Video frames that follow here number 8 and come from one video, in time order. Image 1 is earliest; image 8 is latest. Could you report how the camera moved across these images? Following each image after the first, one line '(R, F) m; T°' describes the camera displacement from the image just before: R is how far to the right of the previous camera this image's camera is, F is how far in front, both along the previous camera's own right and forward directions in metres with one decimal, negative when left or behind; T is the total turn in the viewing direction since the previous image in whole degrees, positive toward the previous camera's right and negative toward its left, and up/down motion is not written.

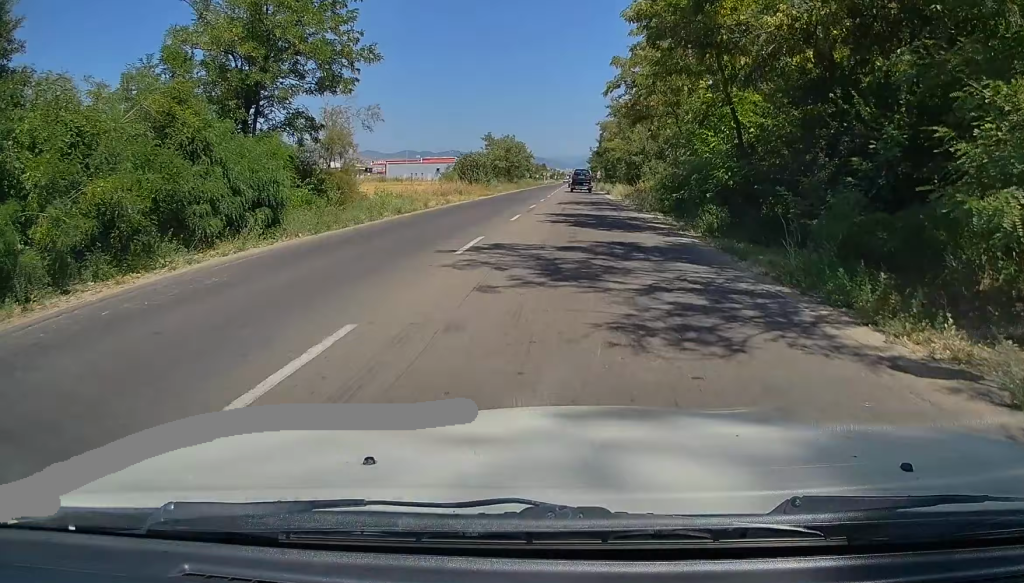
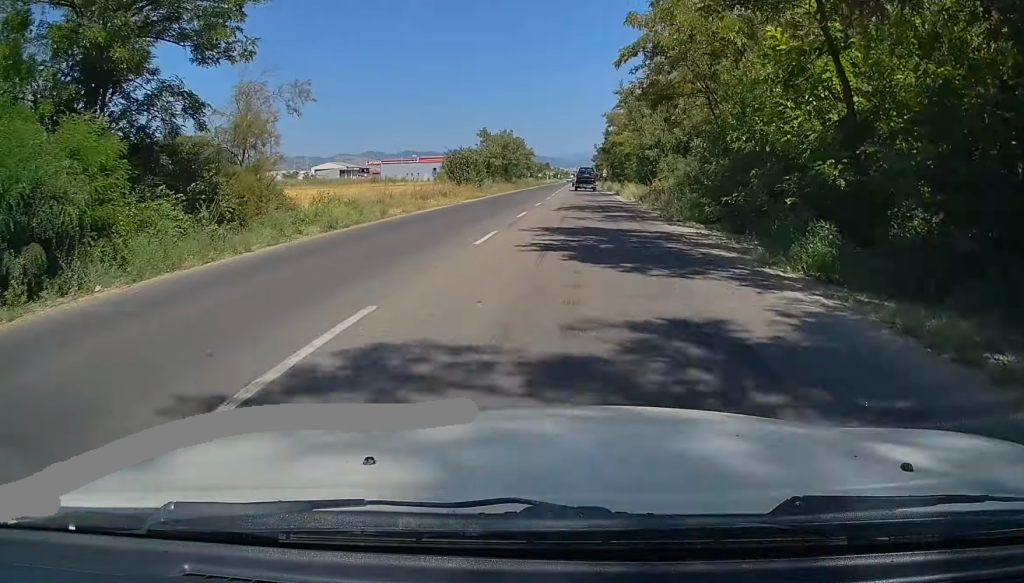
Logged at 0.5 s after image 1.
(0.0, +7.8) m; 0°
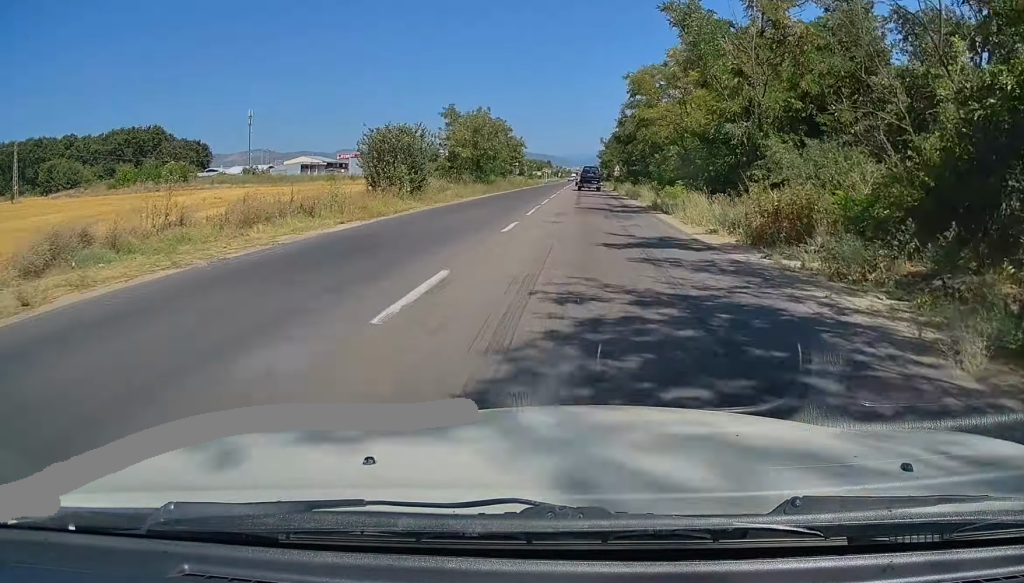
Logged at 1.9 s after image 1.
(0.0, +24.0) m; 0°
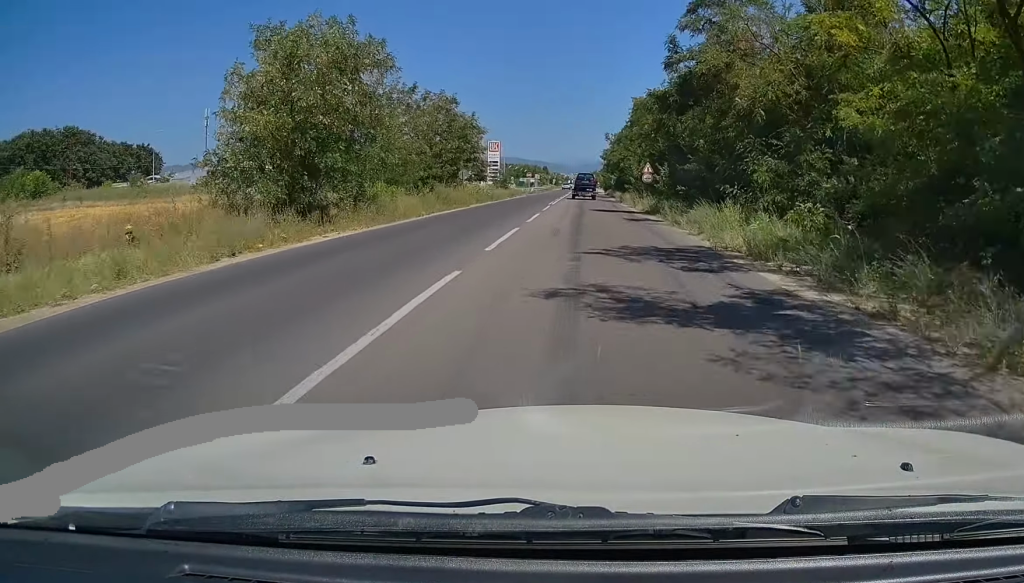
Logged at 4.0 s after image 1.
(-0.1, +35.6) m; 0°
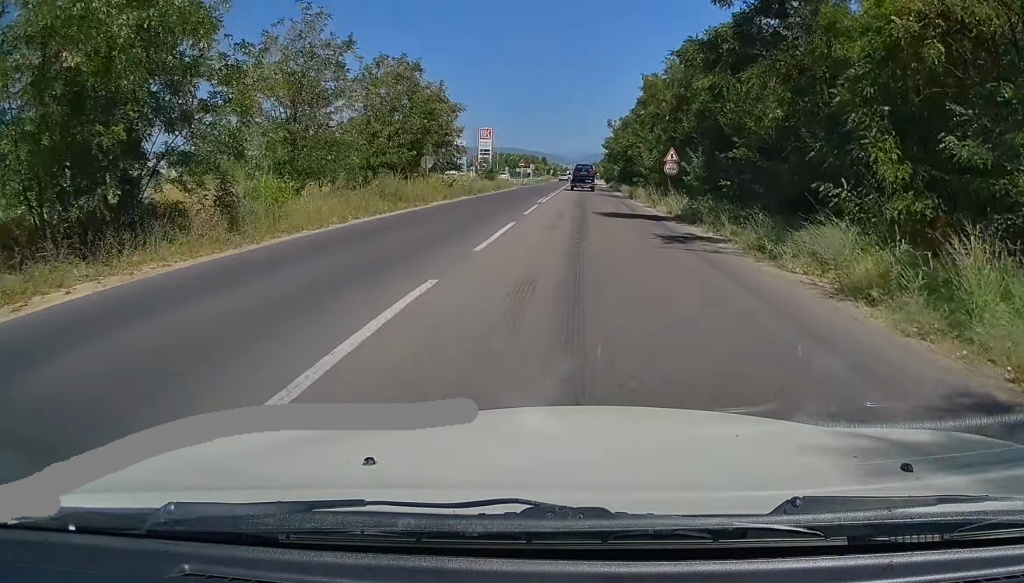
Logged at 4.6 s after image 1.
(-0.1, +10.6) m; 0°
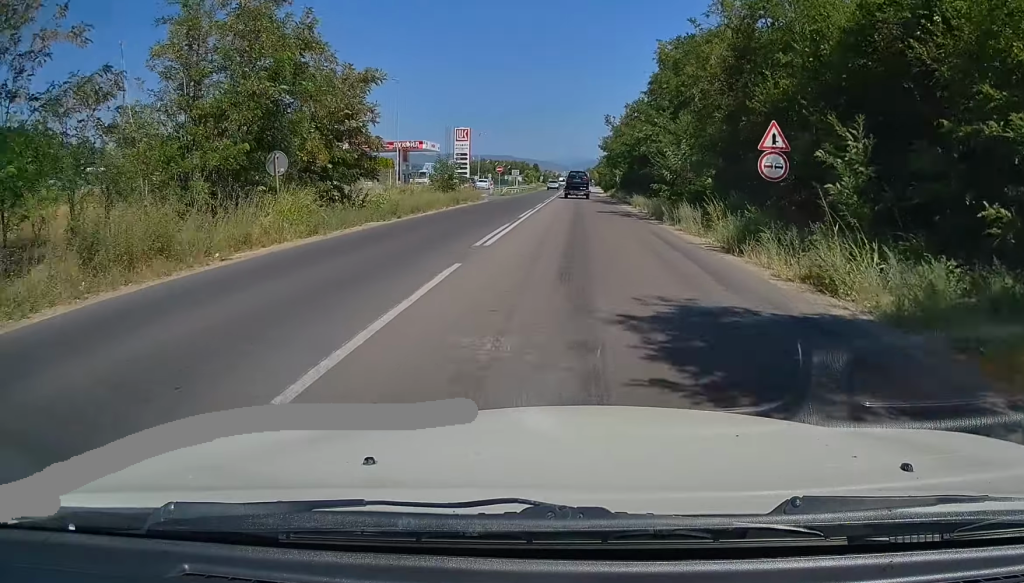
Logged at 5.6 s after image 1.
(0.0, +16.7) m; 0°
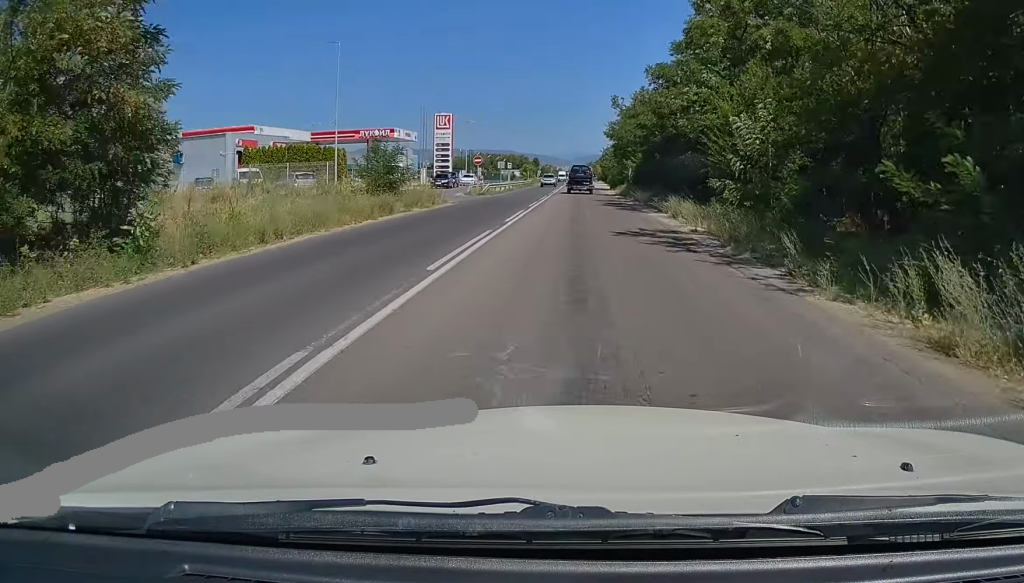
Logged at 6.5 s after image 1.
(+0.1, +14.4) m; 0°
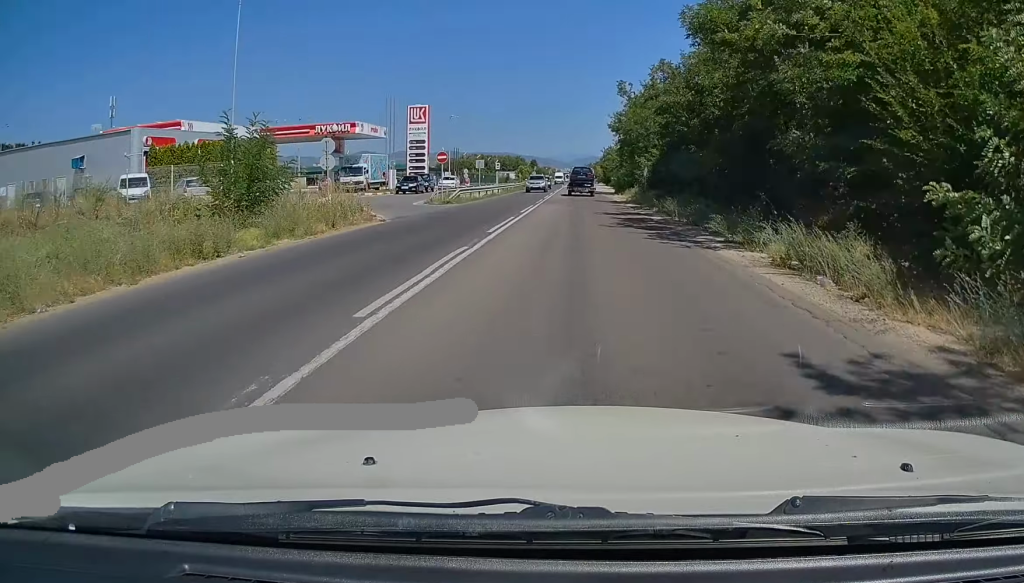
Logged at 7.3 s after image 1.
(0.0, +12.8) m; 0°
